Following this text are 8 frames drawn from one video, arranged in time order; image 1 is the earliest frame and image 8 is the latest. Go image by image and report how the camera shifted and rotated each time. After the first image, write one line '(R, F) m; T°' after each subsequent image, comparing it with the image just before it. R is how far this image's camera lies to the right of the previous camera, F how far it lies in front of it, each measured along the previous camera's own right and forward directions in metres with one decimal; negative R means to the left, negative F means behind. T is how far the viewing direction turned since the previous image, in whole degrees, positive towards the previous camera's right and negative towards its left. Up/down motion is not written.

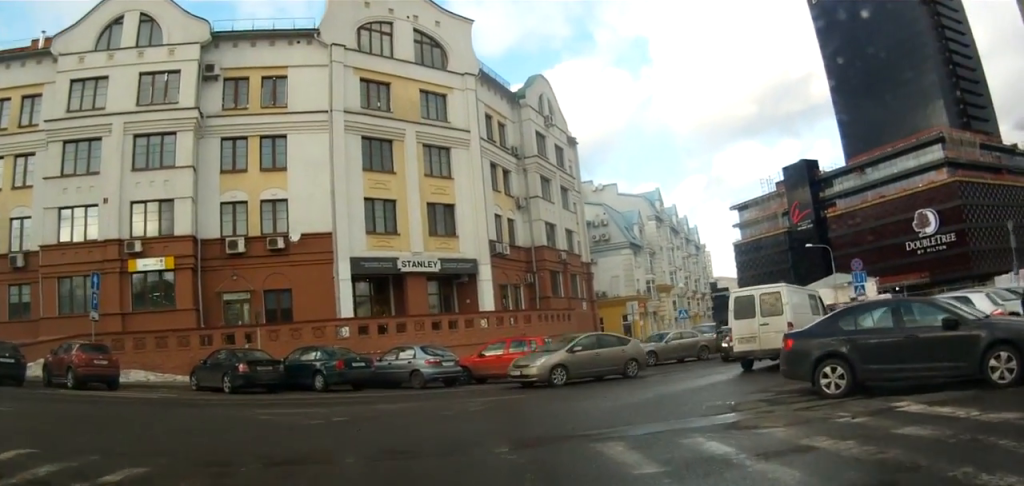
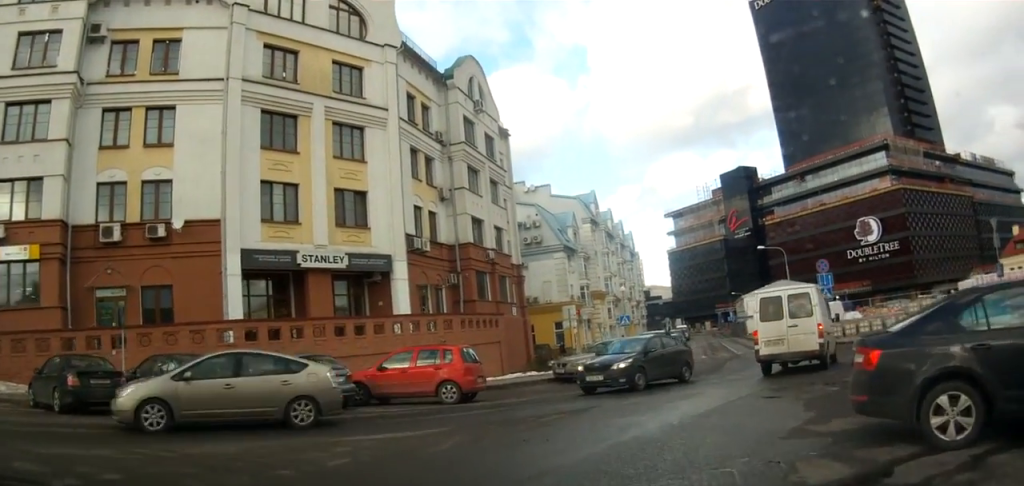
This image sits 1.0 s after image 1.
(+0.1, +5.4) m; +3°
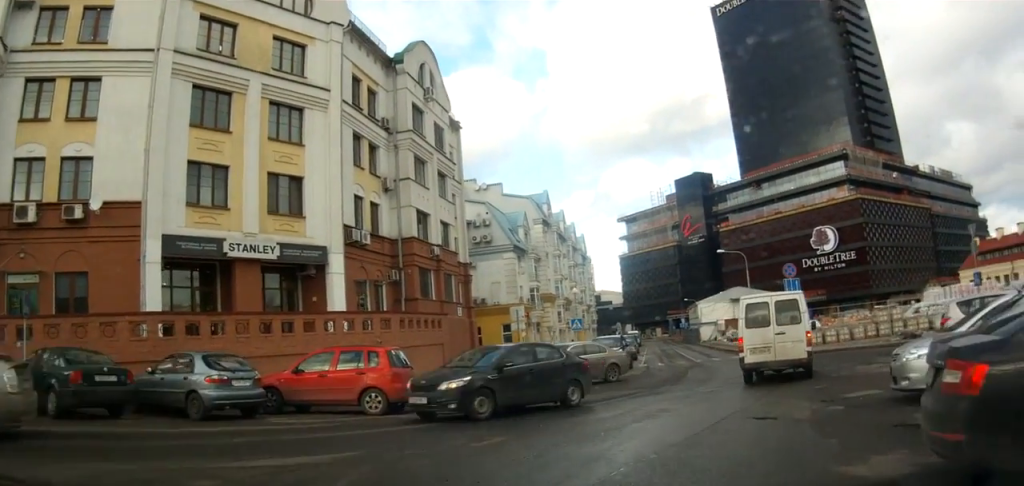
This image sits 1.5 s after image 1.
(-0.2, +2.6) m; +4°
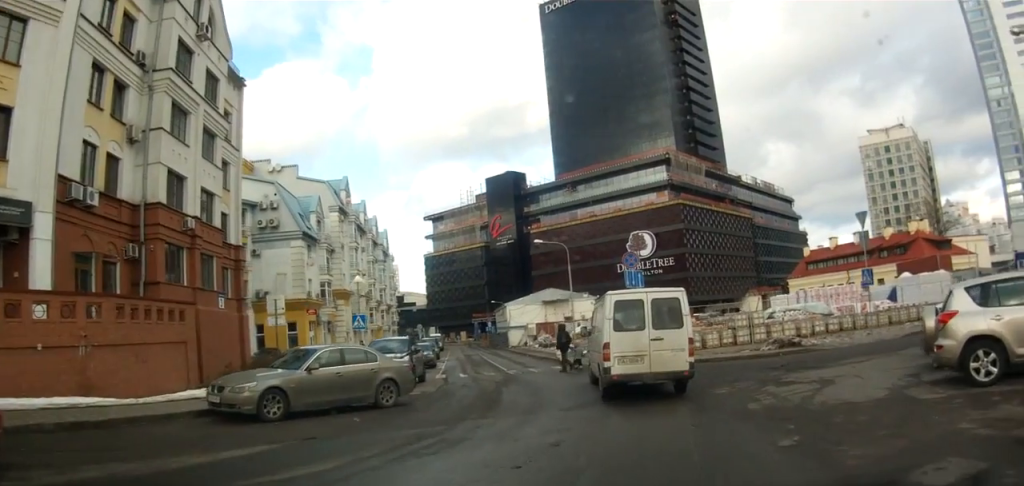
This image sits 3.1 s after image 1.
(+1.4, +6.7) m; +20°
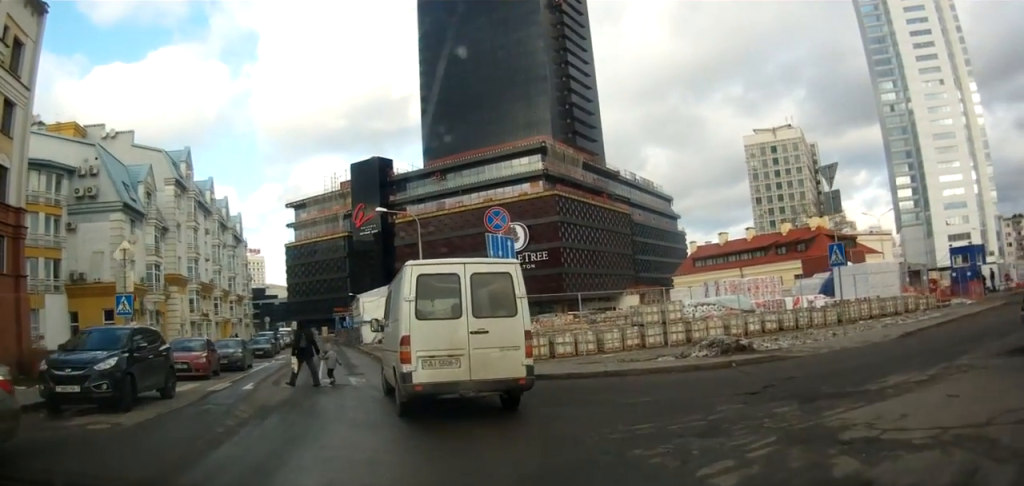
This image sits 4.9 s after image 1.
(+1.0, +7.0) m; +13°
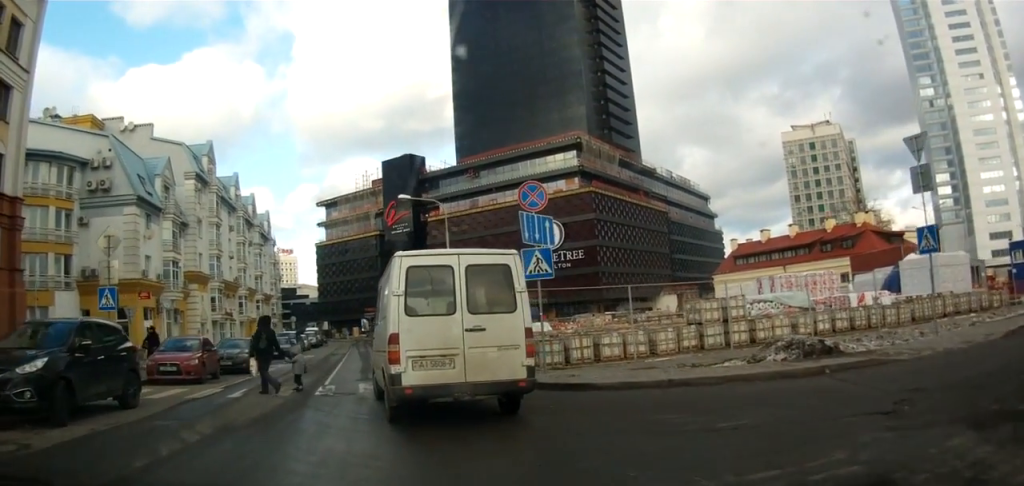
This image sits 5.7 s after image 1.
(0.0, +2.8) m; 0°
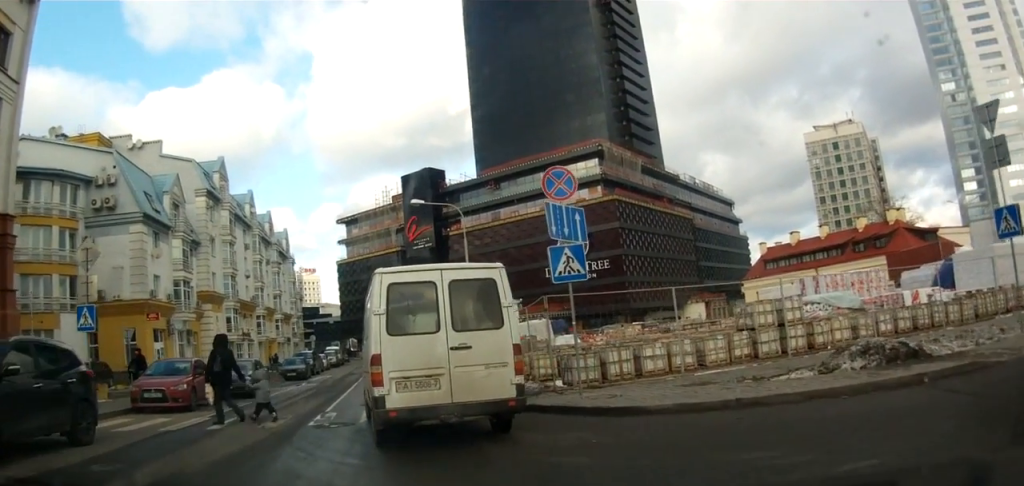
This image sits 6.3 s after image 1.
(0.0, +2.5) m; -3°
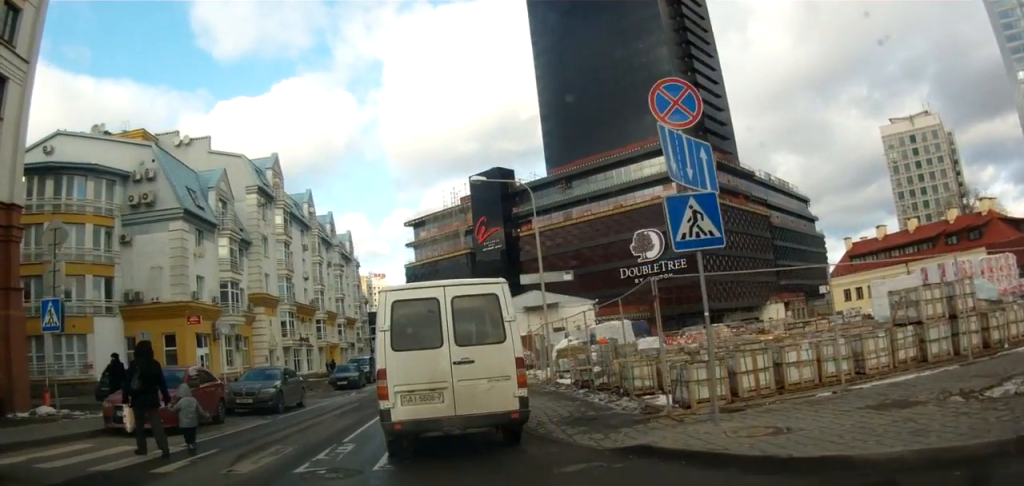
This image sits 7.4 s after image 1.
(-0.3, +5.3) m; -6°
